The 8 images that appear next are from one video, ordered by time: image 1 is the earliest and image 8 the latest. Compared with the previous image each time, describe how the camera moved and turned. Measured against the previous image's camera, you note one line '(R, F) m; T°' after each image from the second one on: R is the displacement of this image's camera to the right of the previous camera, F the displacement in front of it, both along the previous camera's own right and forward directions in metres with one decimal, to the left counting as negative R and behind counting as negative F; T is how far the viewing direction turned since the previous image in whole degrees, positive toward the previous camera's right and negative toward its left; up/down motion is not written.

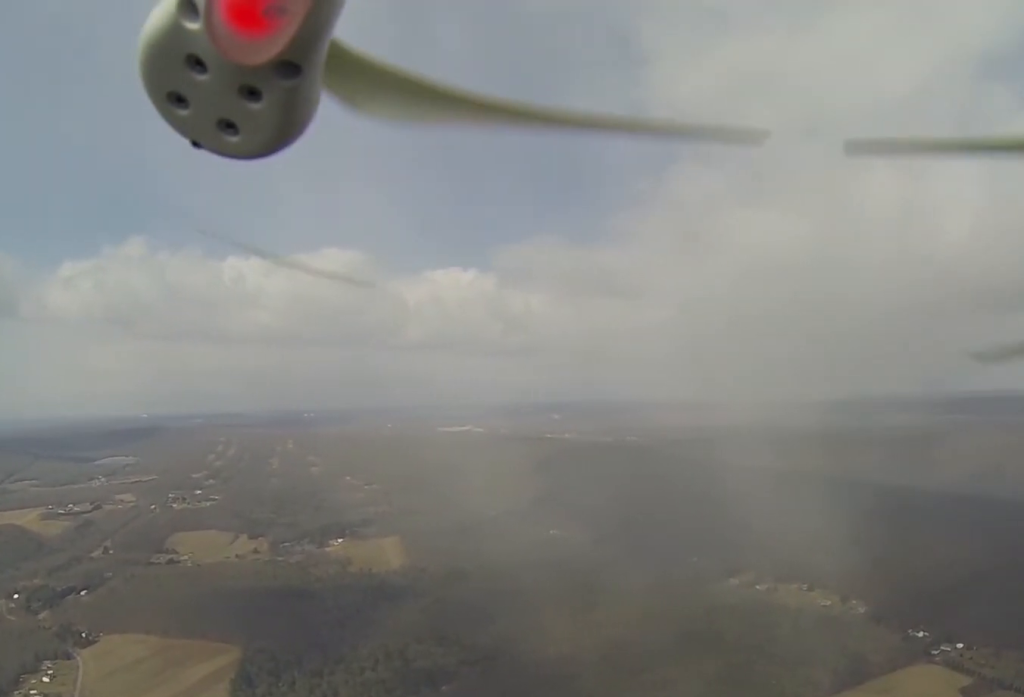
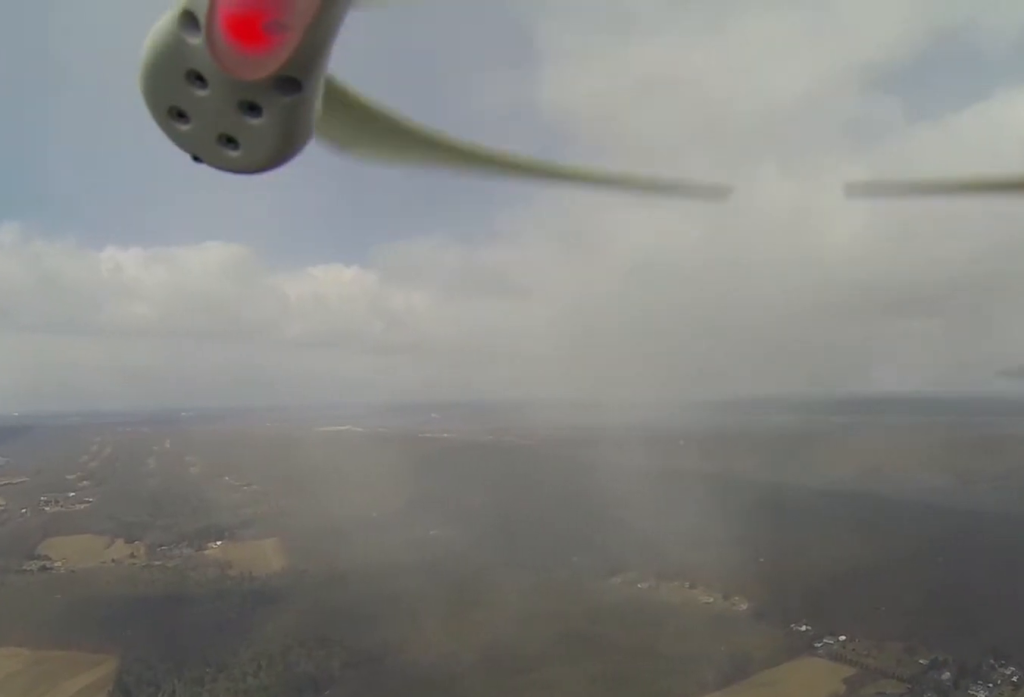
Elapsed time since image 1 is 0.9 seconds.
(+0.6, +2.2) m; +33°
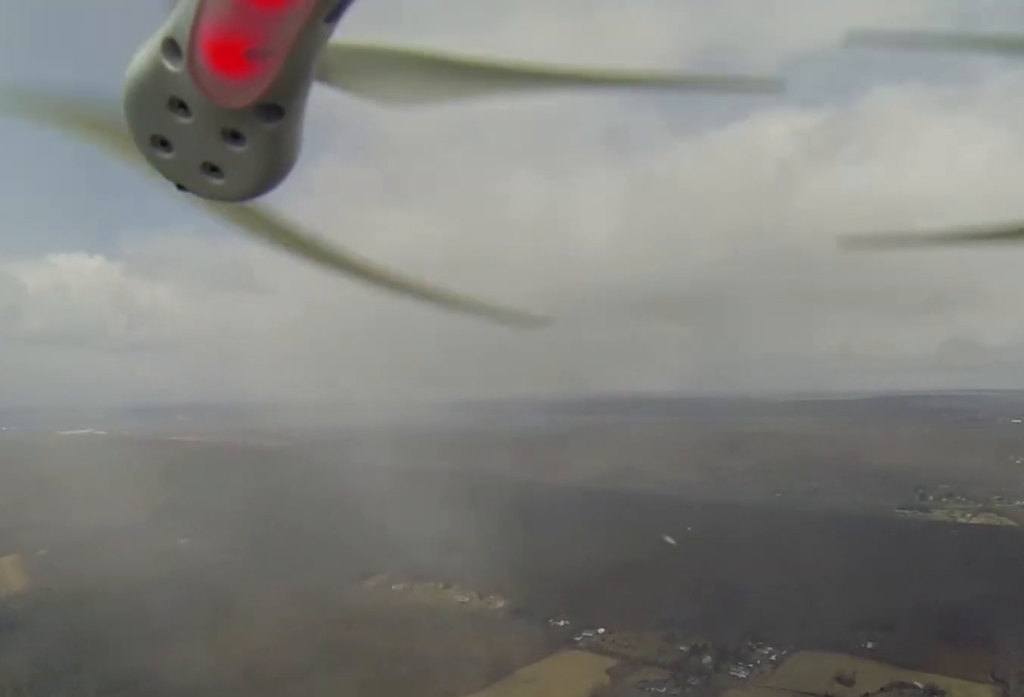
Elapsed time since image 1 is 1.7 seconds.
(+0.5, +1.9) m; +22°
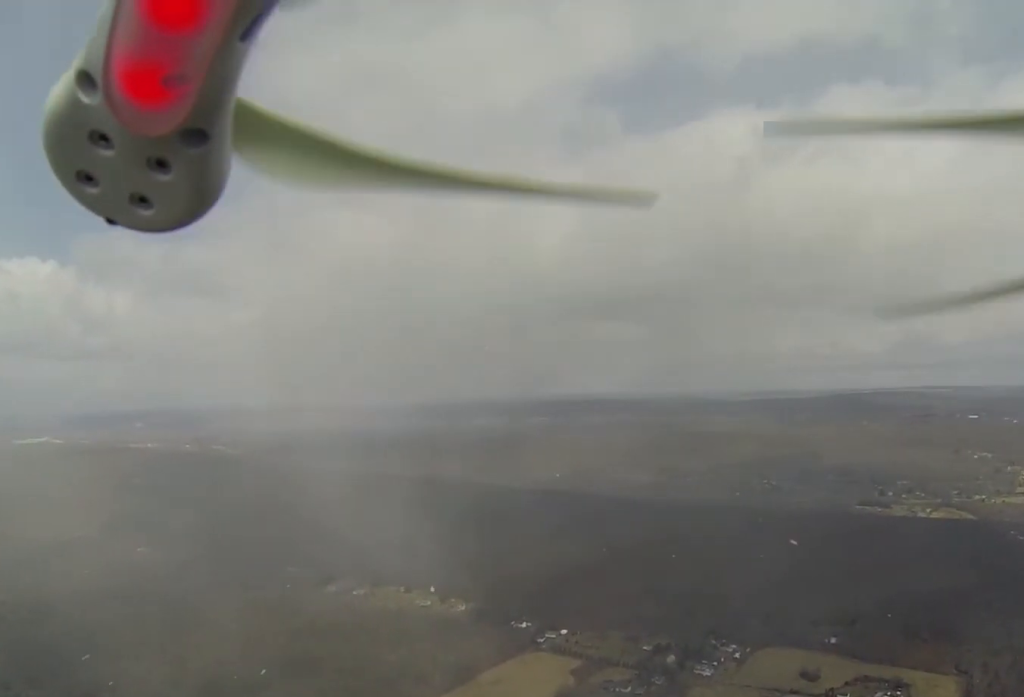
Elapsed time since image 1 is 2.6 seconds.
(+0.2, +2.2) m; +10°
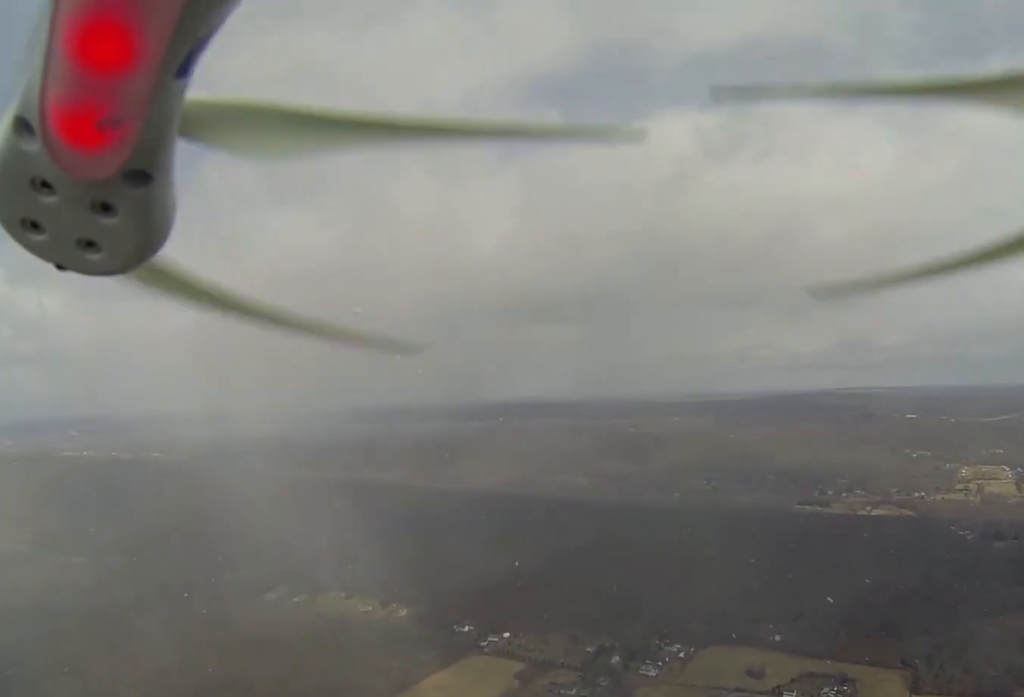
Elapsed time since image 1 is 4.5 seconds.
(+0.5, +5.1) m; +4°
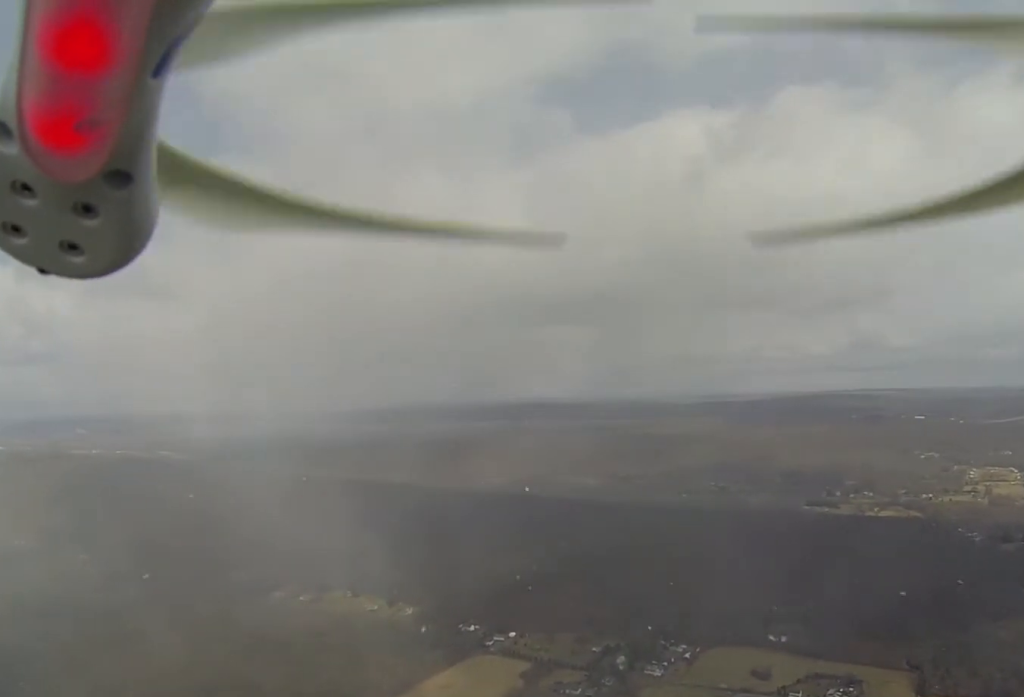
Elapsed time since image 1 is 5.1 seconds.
(0.0, +1.7) m; 0°
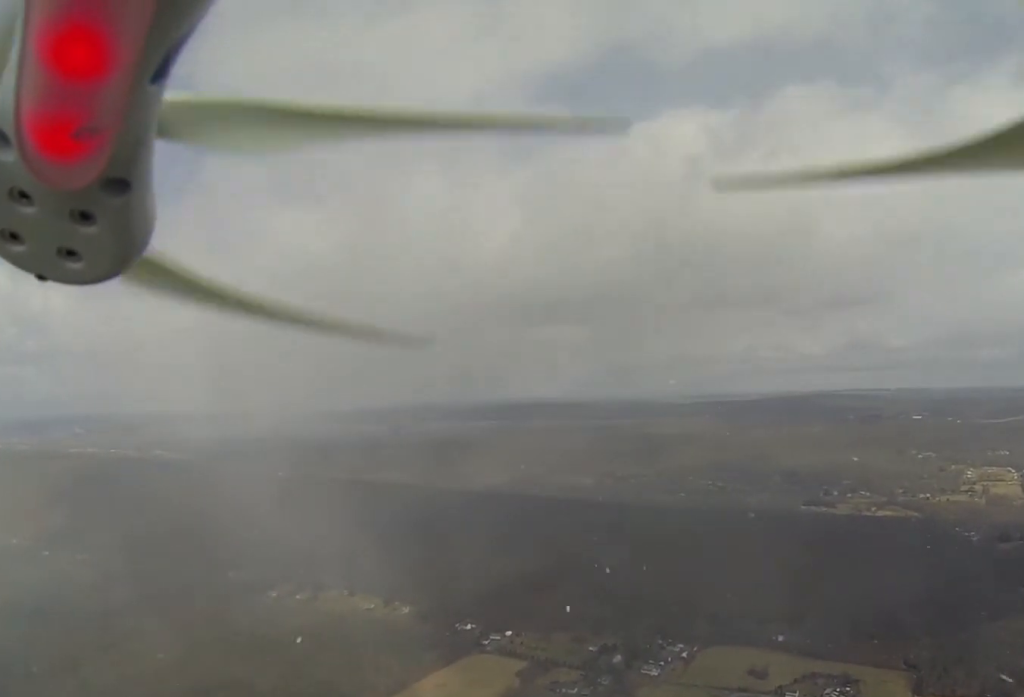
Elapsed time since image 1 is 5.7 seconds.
(0.0, +1.8) m; 0°
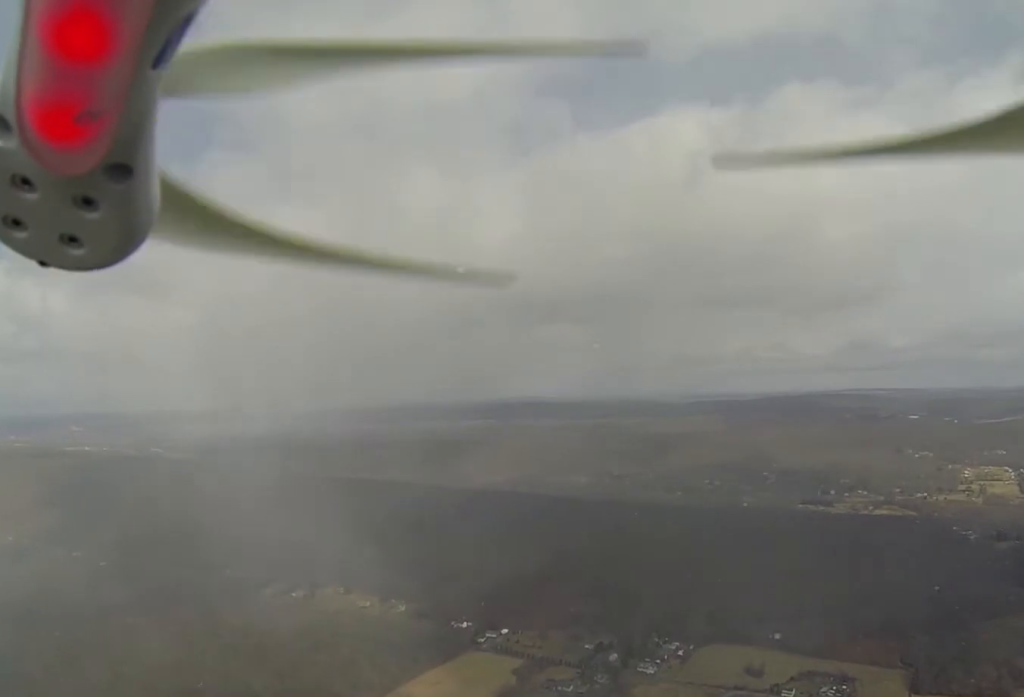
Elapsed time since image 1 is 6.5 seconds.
(+0.1, +2.3) m; +1°
